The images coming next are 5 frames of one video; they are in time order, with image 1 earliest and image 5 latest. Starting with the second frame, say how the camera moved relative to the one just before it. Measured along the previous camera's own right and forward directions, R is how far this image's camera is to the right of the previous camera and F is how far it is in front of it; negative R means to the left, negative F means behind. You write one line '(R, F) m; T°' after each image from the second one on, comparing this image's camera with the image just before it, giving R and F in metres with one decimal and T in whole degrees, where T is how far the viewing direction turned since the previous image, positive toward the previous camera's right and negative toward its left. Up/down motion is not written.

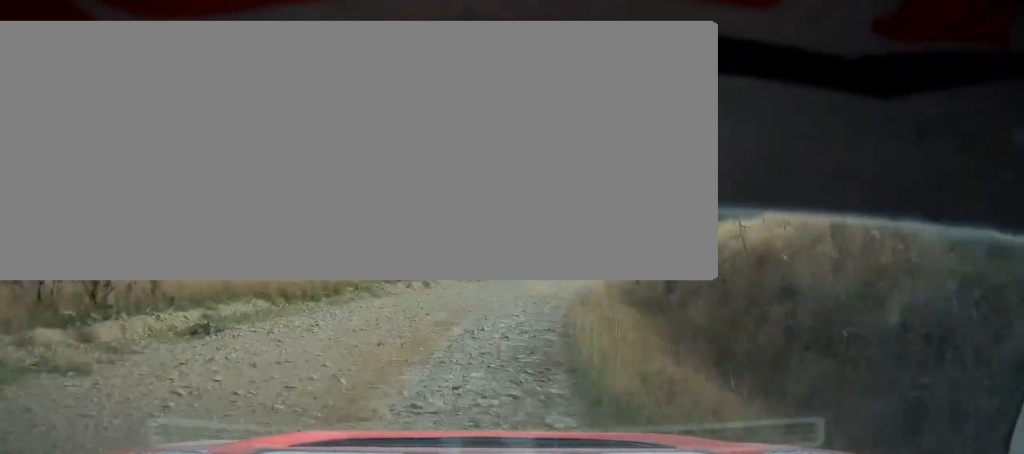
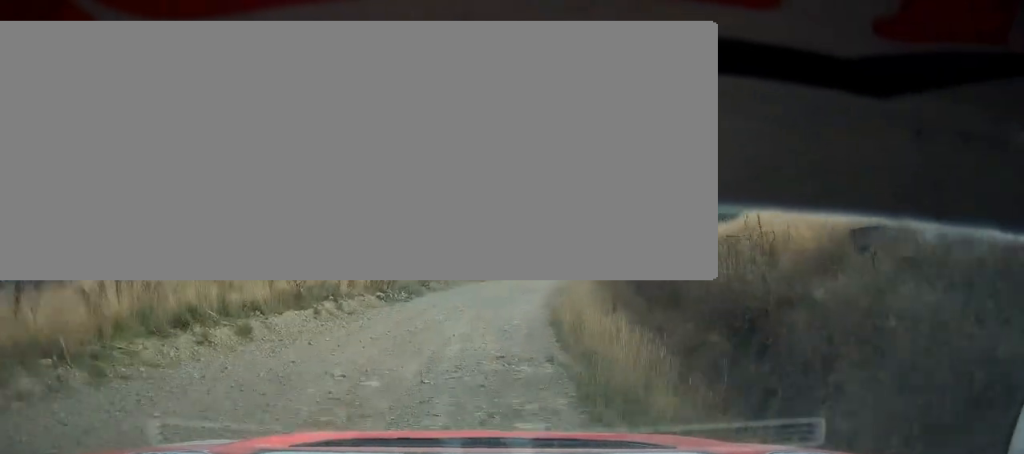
(+1.2, +13.6) m; +4°
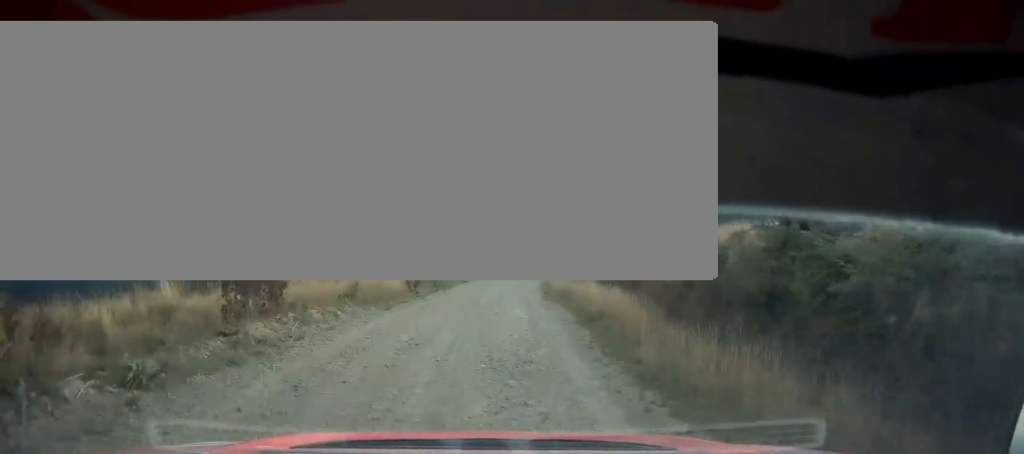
(+1.4, +21.6) m; +4°
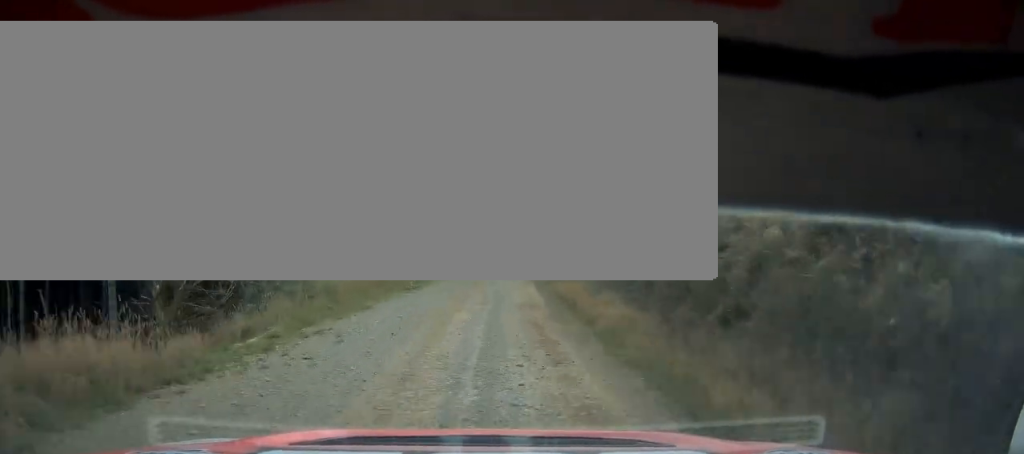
(+2.8, +67.6) m; +9°
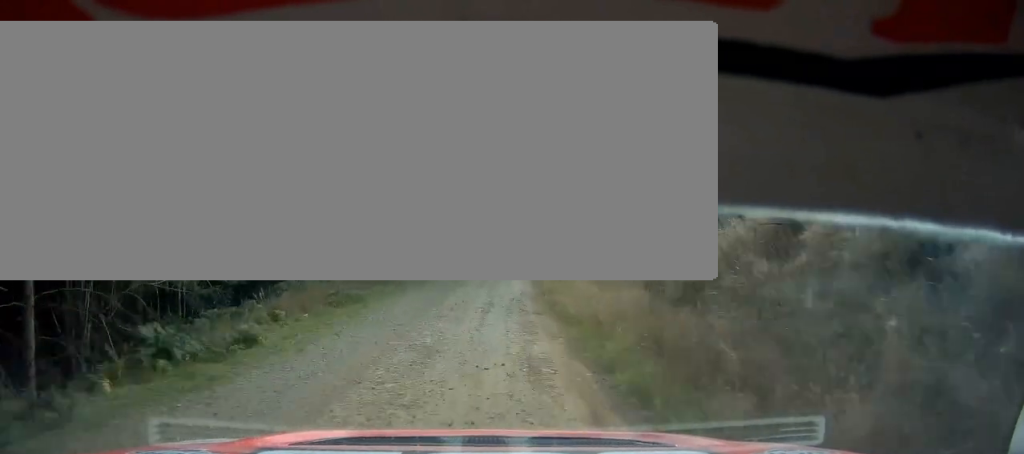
(+8.2, +80.8) m; +9°
